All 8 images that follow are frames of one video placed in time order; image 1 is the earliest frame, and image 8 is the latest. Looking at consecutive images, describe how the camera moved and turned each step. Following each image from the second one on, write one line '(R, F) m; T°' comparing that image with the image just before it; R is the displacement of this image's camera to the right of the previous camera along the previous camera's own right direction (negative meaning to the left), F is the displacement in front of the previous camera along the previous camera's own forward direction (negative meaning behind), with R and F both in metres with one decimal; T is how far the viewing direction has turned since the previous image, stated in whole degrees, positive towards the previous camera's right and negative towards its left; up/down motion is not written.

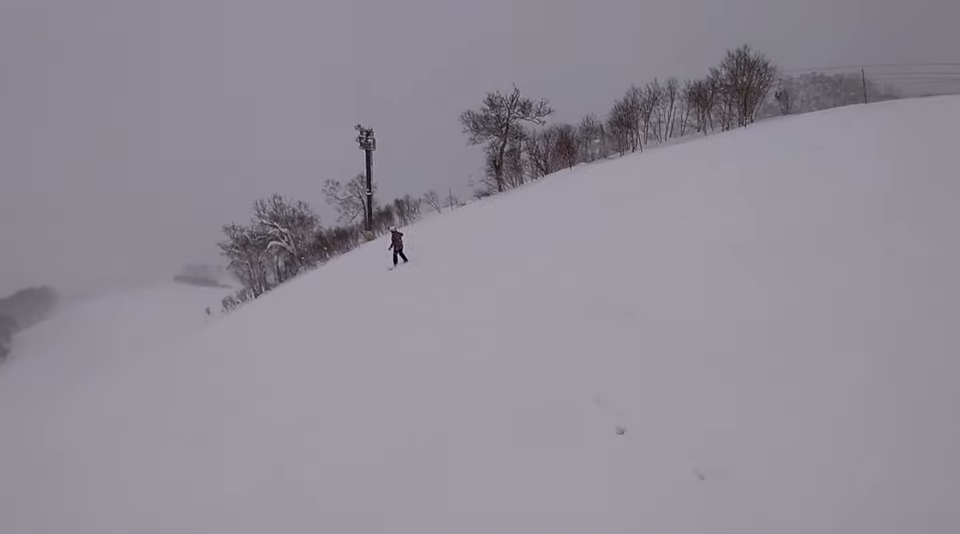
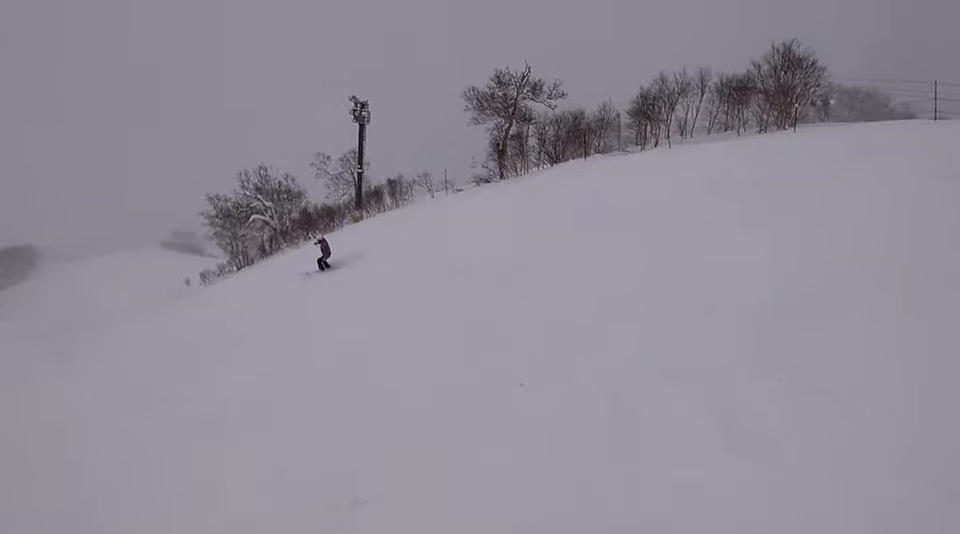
(+0.3, +3.5) m; +4°
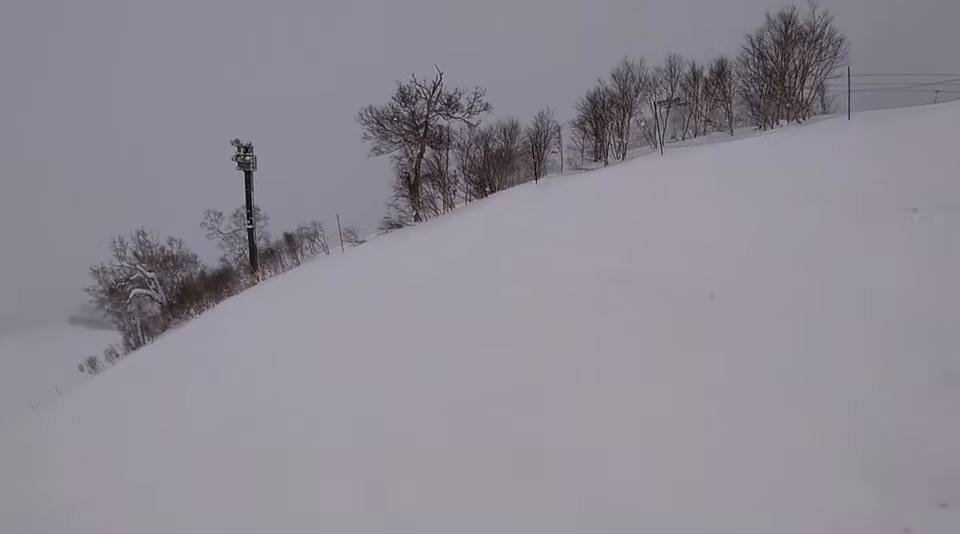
(-0.2, +7.7) m; -2°
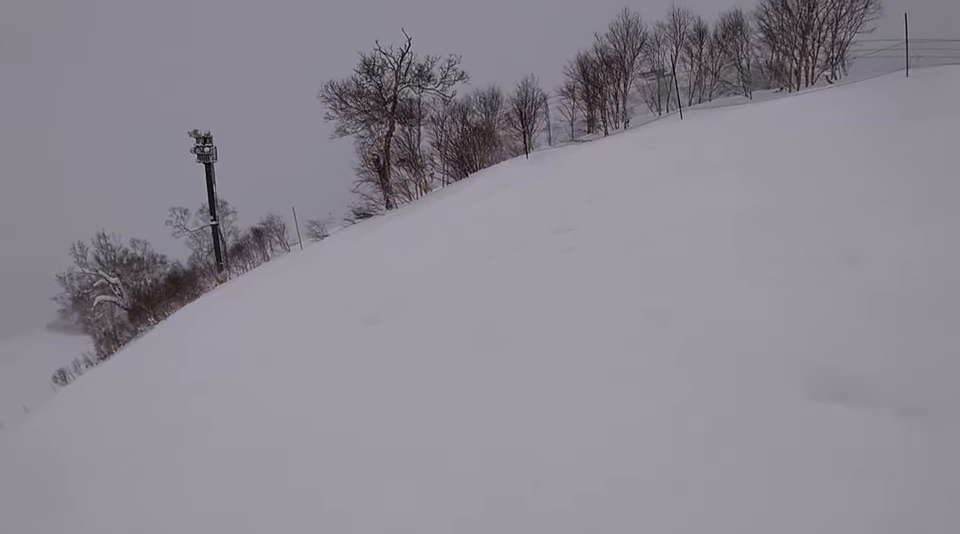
(-0.3, +2.5) m; +2°
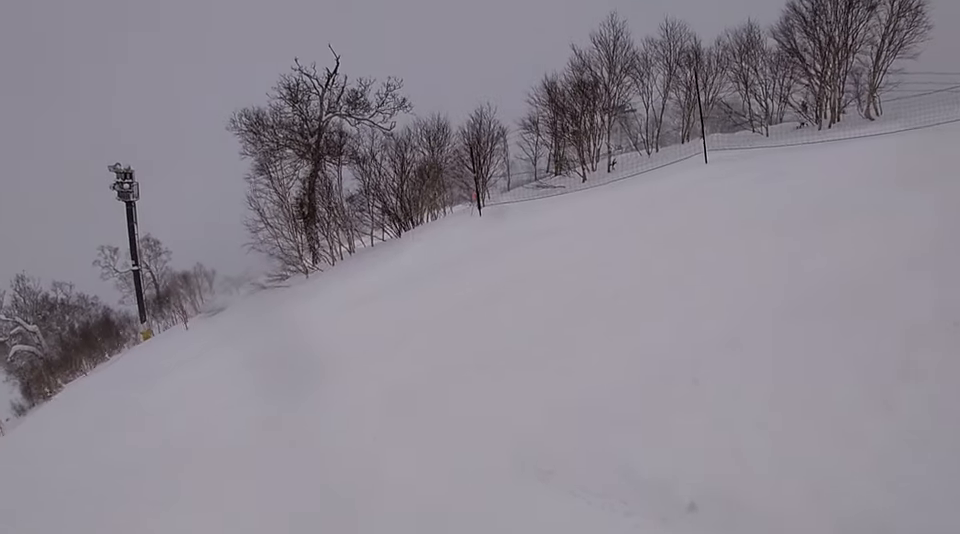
(+0.5, +4.4) m; -8°
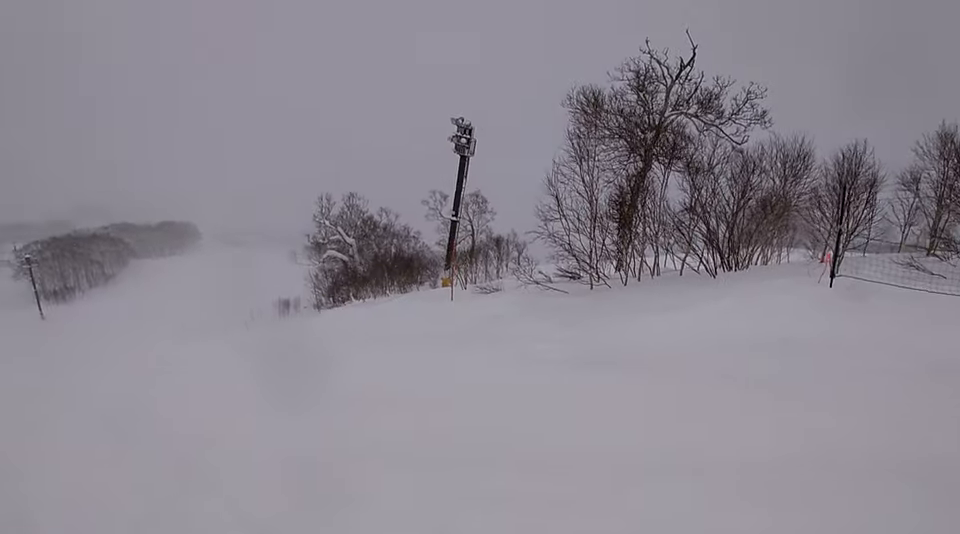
(-1.5, +3.8) m; -51°
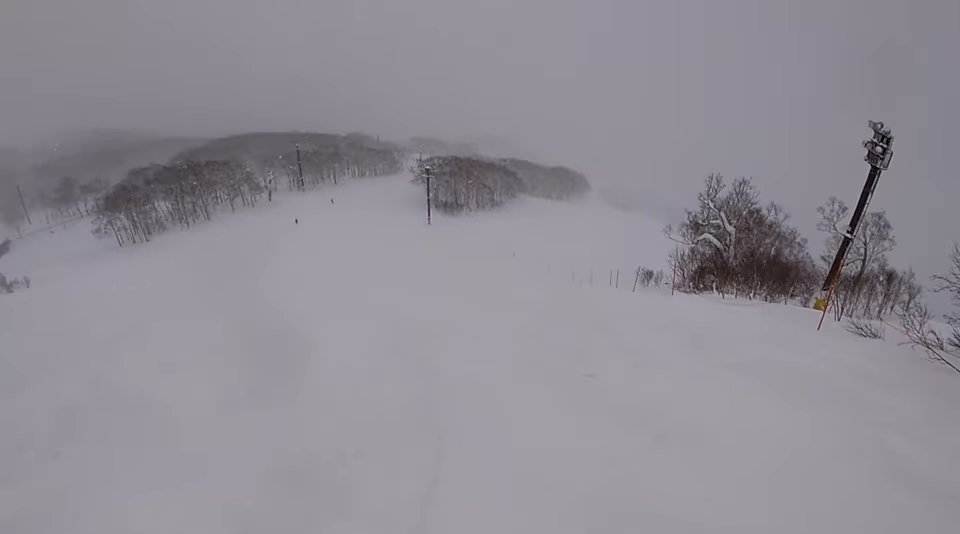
(-0.4, +1.8) m; -26°
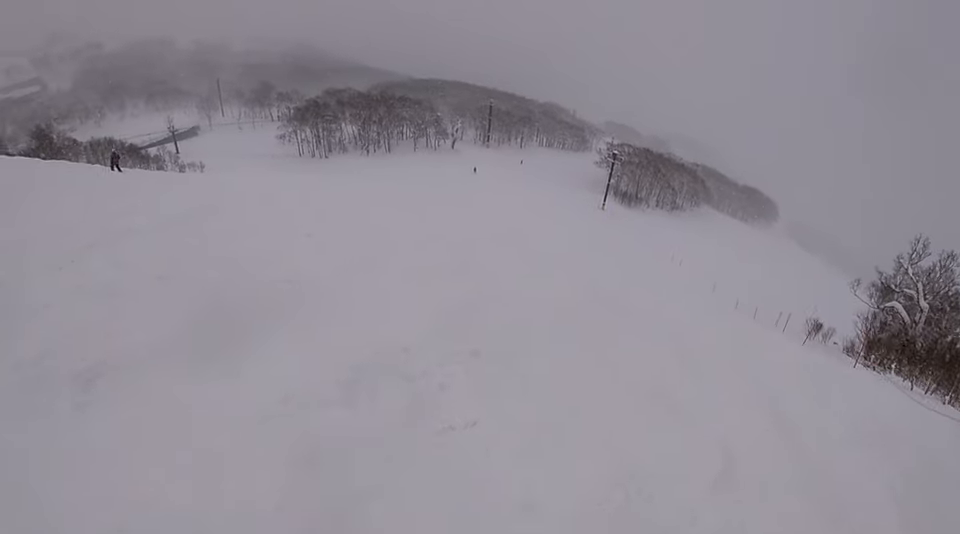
(-1.0, +3.0) m; -34°
